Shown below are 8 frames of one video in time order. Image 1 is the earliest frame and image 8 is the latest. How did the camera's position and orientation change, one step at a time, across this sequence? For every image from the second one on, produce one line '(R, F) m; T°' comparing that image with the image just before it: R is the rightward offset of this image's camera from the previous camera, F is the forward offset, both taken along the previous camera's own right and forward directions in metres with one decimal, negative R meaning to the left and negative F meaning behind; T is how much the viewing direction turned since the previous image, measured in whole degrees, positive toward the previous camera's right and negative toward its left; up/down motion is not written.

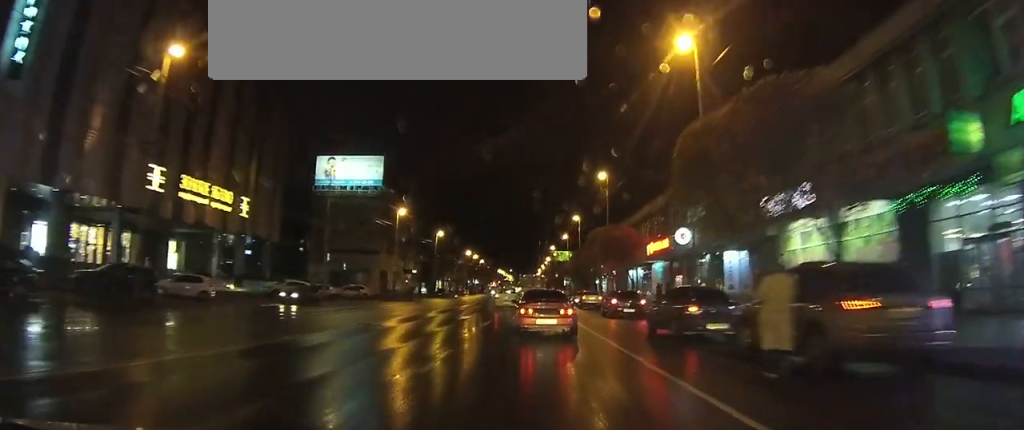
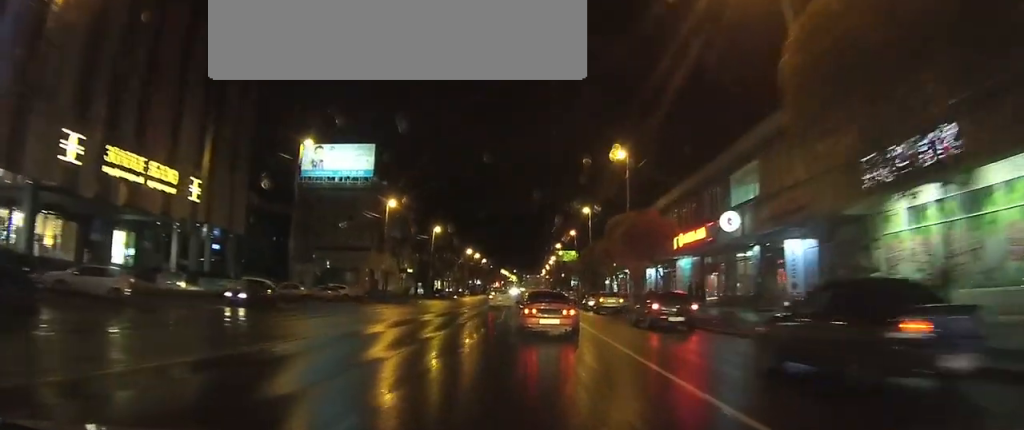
(0.0, +8.8) m; 0°
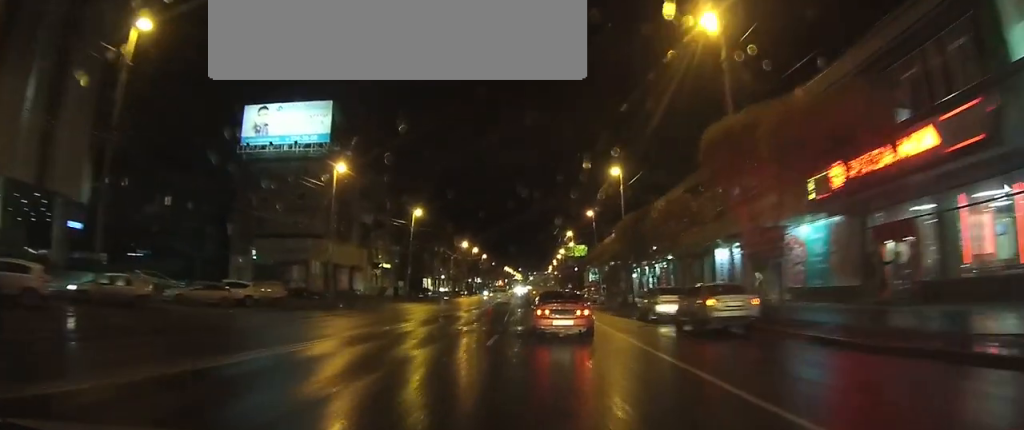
(-0.3, +22.7) m; -1°
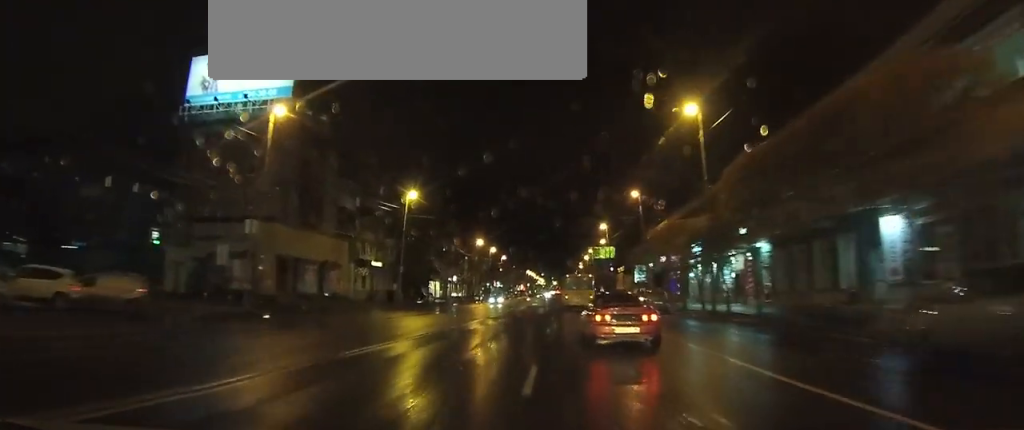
(-0.1, +18.5) m; 0°
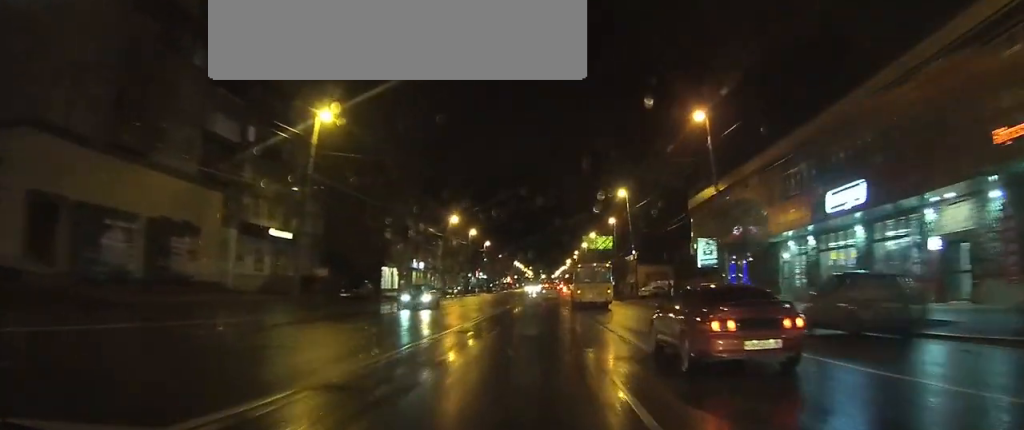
(+0.1, +26.0) m; +1°
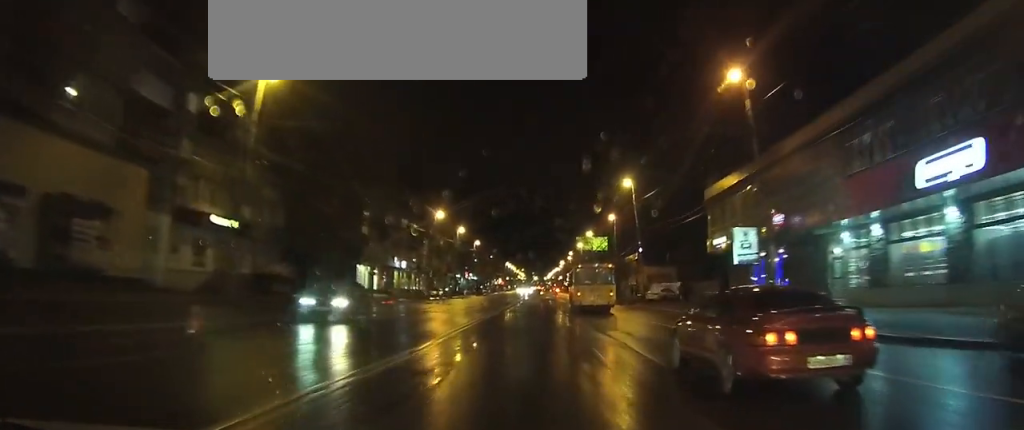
(0.0, +7.9) m; 0°
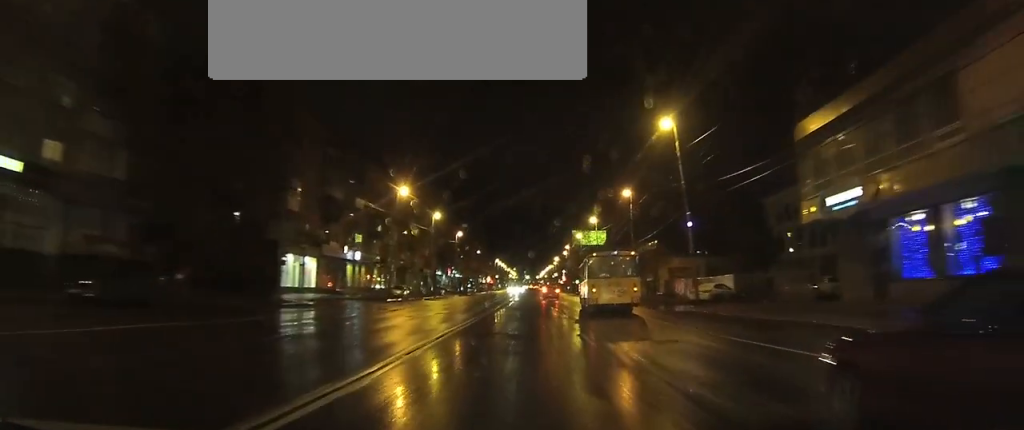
(0.0, +19.6) m; +1°
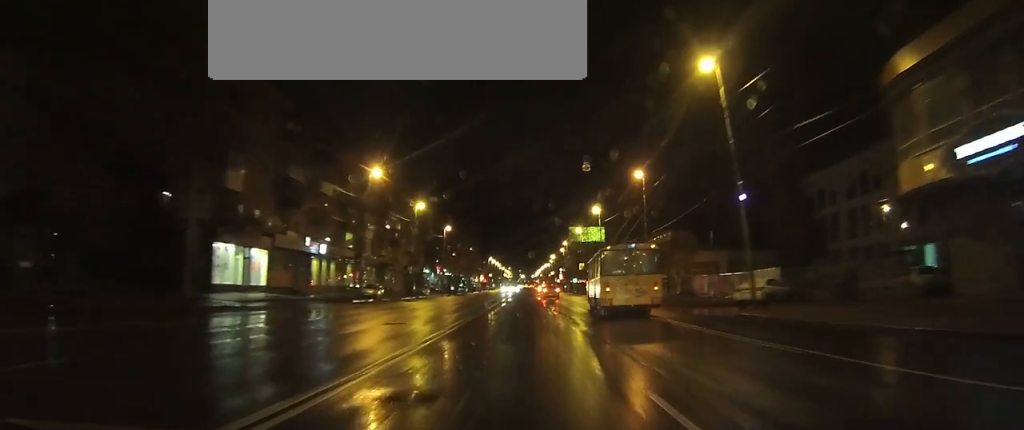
(0.0, +9.9) m; 0°
